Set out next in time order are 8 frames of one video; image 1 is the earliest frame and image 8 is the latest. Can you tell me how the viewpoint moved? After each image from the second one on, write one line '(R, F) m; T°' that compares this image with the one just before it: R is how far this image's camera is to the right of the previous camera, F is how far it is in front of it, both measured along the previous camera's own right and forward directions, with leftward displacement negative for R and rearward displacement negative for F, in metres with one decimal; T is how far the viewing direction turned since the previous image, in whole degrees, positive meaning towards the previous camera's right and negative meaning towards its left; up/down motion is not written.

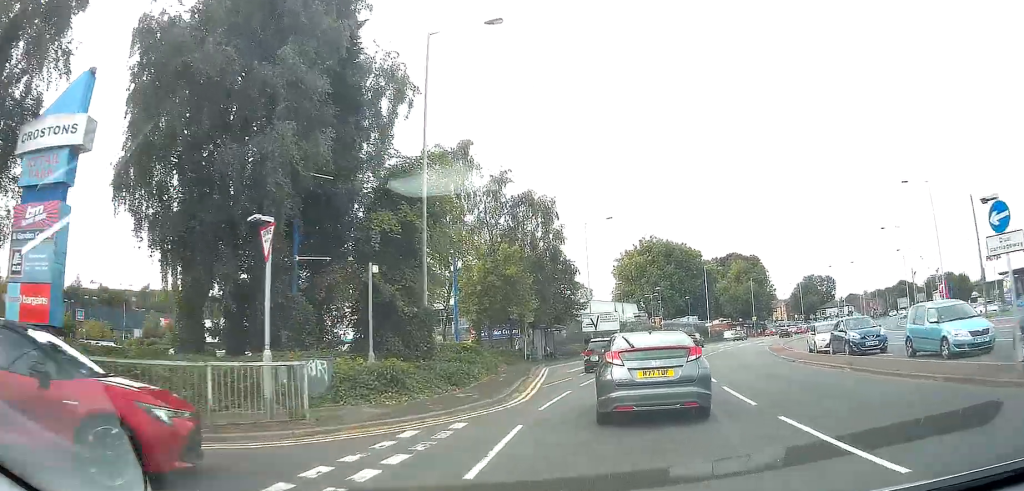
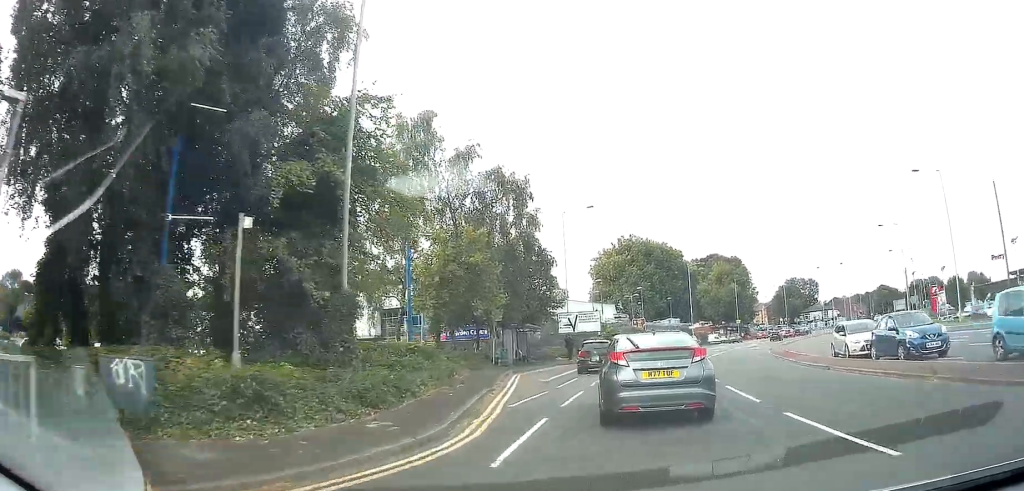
(+0.1, +5.5) m; +4°
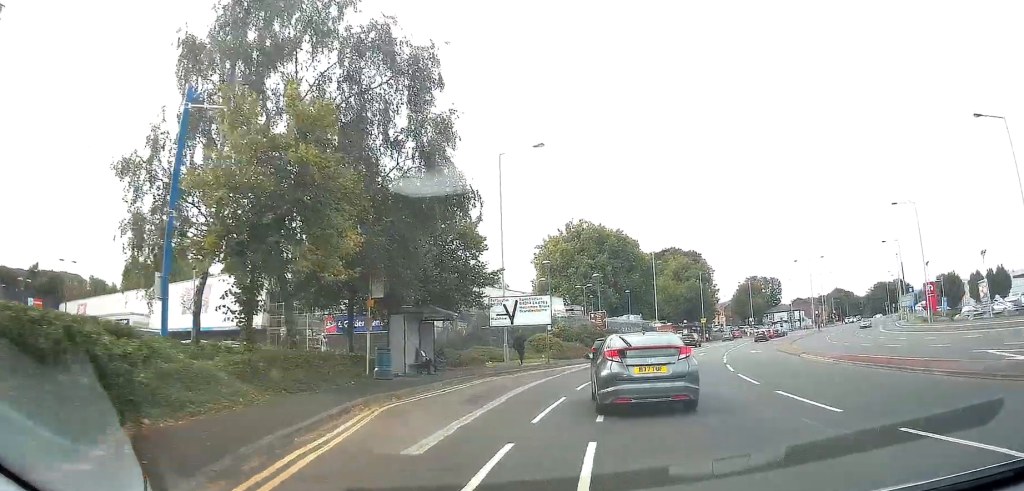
(+1.2, +15.7) m; +7°
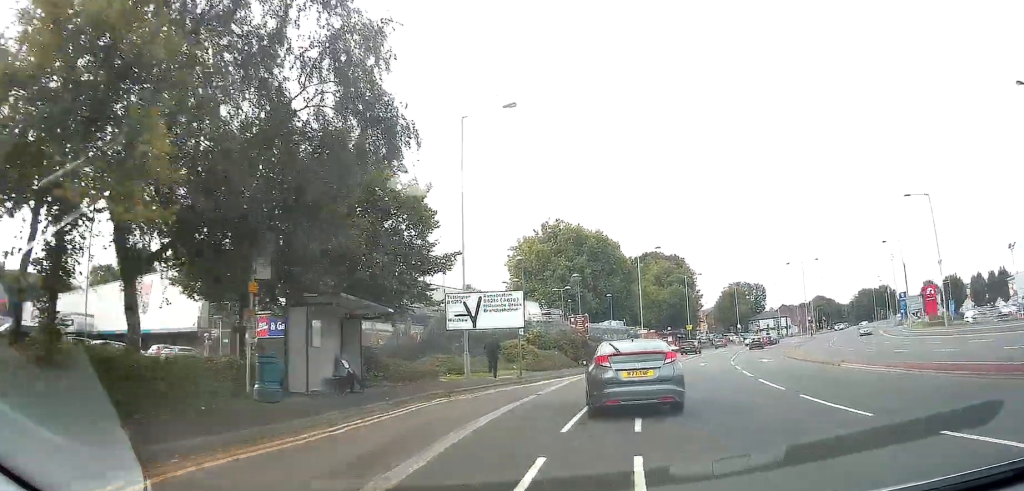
(+0.1, +6.8) m; +2°
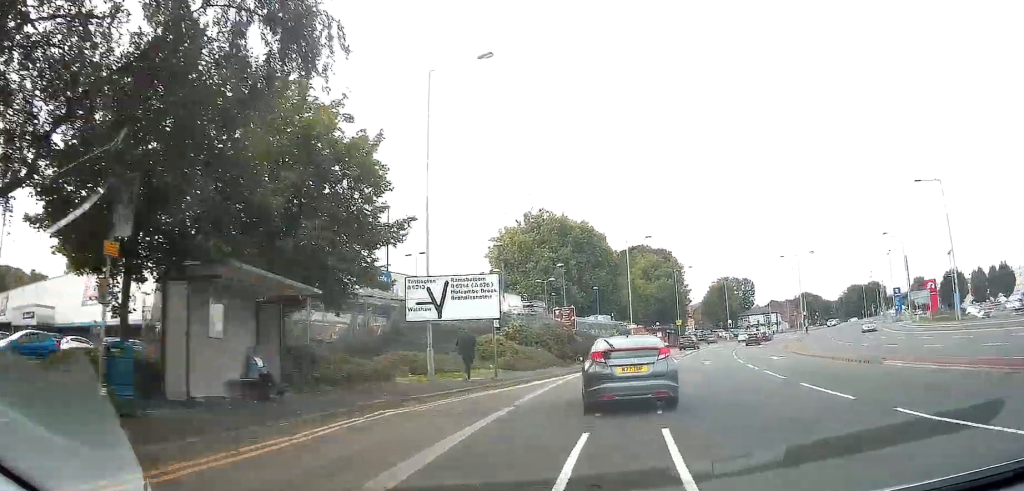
(0.0, +4.3) m; +2°
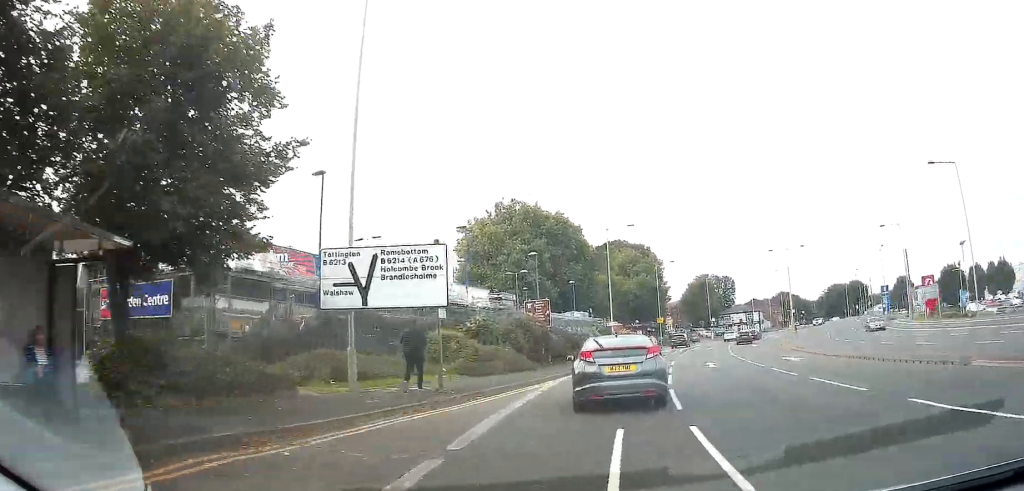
(+0.1, +5.8) m; +2°
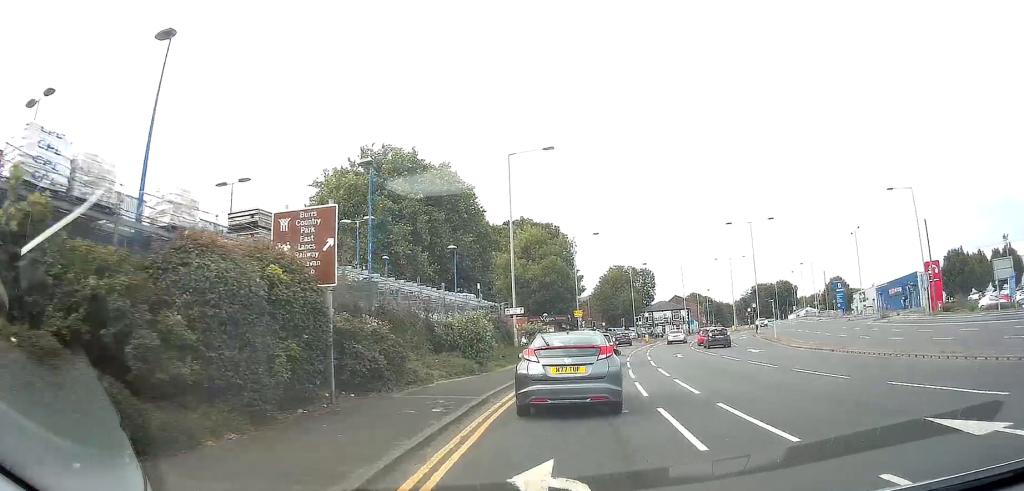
(+2.2, +22.6) m; +10°
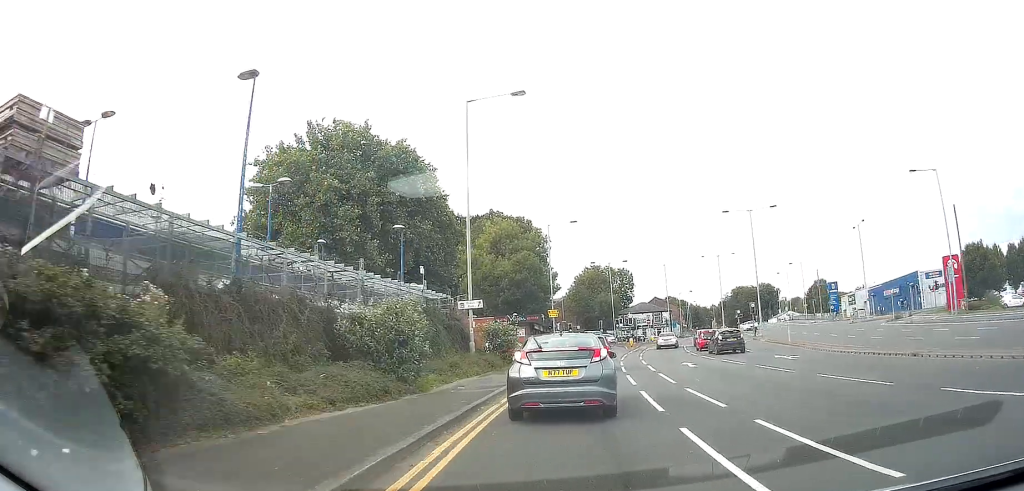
(+0.2, +8.8) m; +3°
